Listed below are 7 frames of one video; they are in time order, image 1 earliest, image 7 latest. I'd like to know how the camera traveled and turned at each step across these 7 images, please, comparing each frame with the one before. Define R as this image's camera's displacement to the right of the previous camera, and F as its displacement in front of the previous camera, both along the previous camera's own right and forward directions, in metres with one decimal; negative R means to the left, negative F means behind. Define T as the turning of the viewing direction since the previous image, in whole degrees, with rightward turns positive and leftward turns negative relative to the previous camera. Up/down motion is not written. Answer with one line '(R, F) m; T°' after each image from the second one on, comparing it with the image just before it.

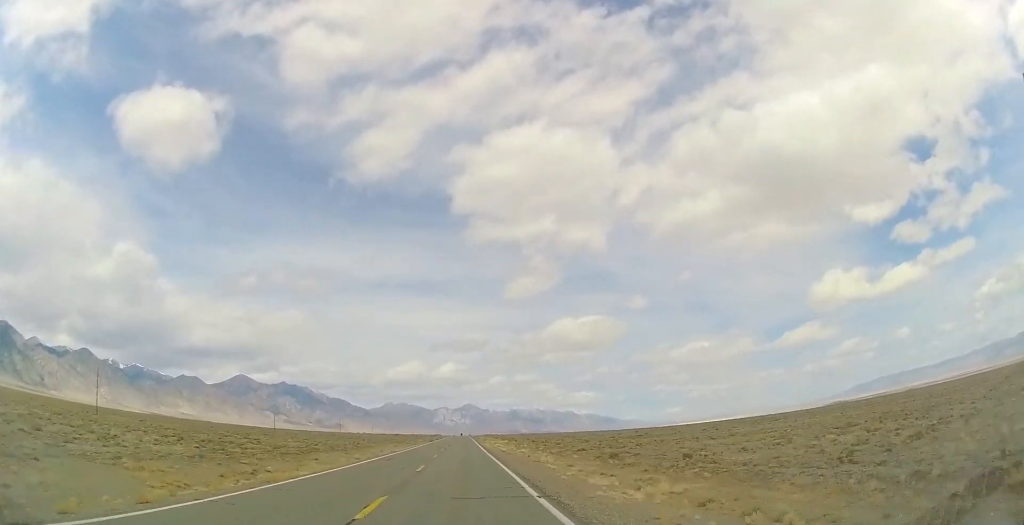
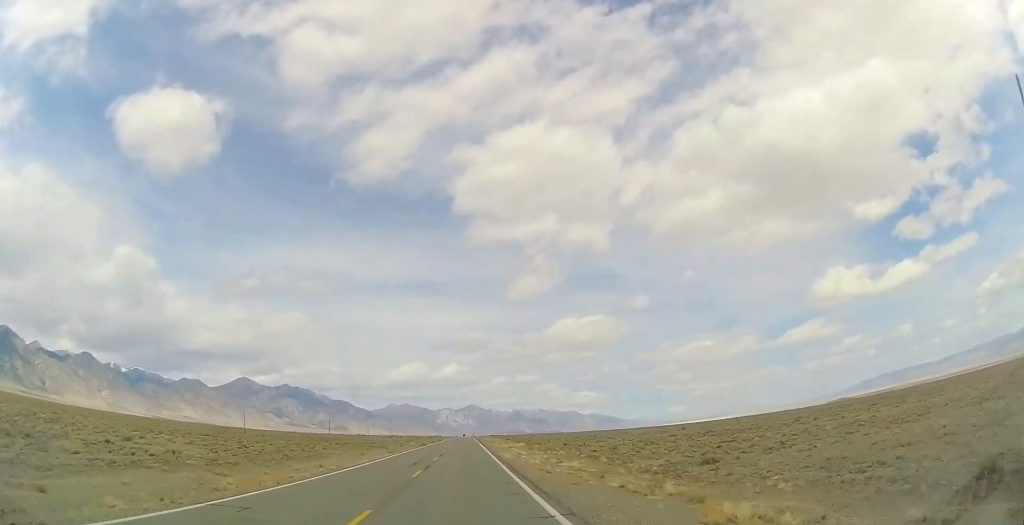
(+0.6, +26.4) m; 0°
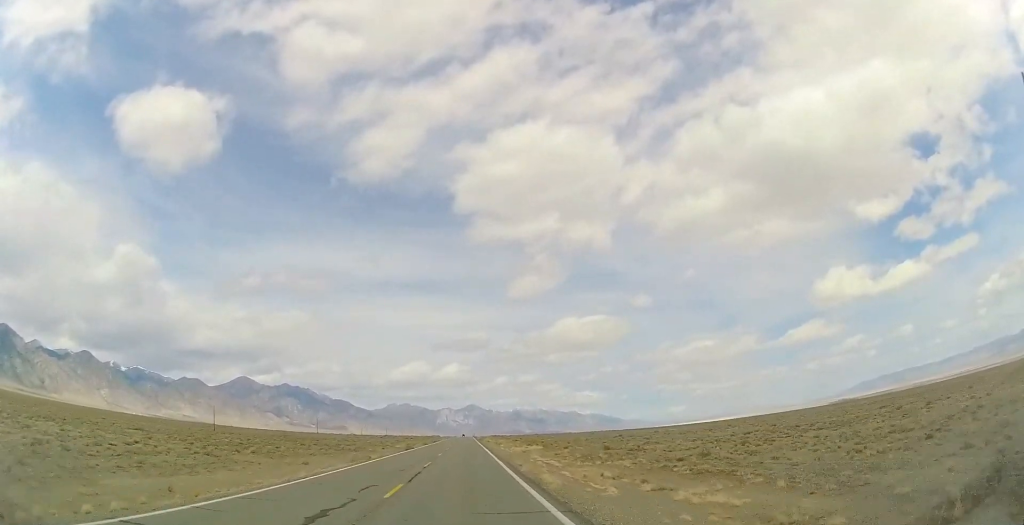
(-0.3, +18.7) m; 0°
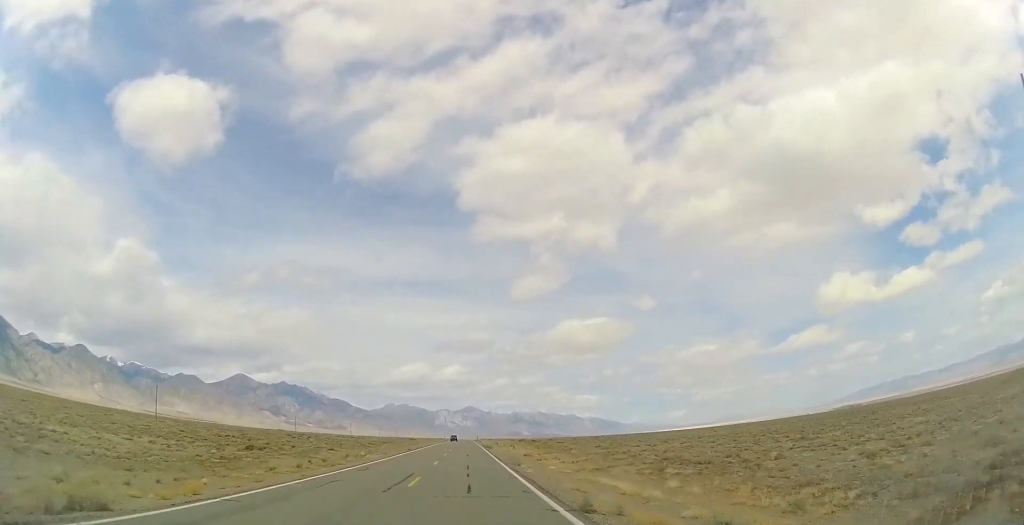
(+0.2, +118.3) m; 0°
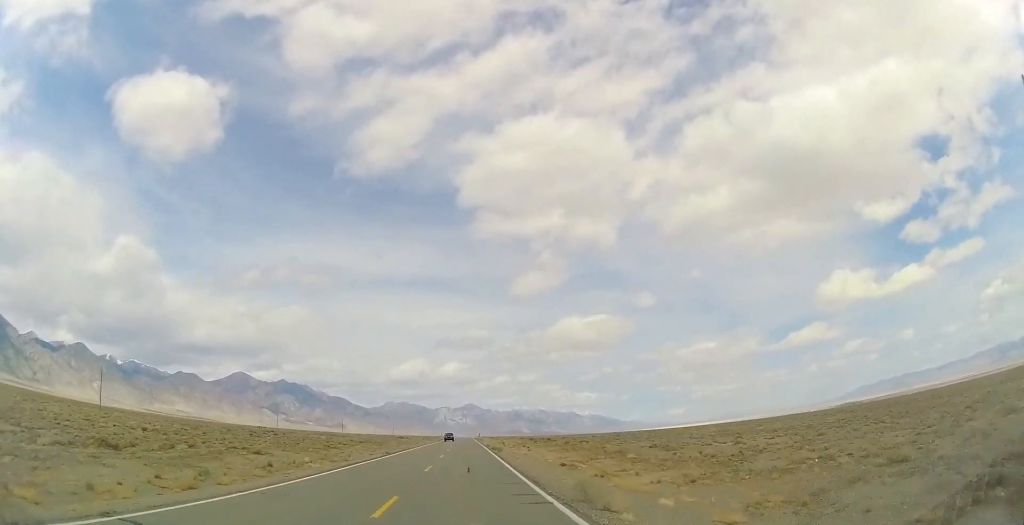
(0.0, +18.9) m; 0°
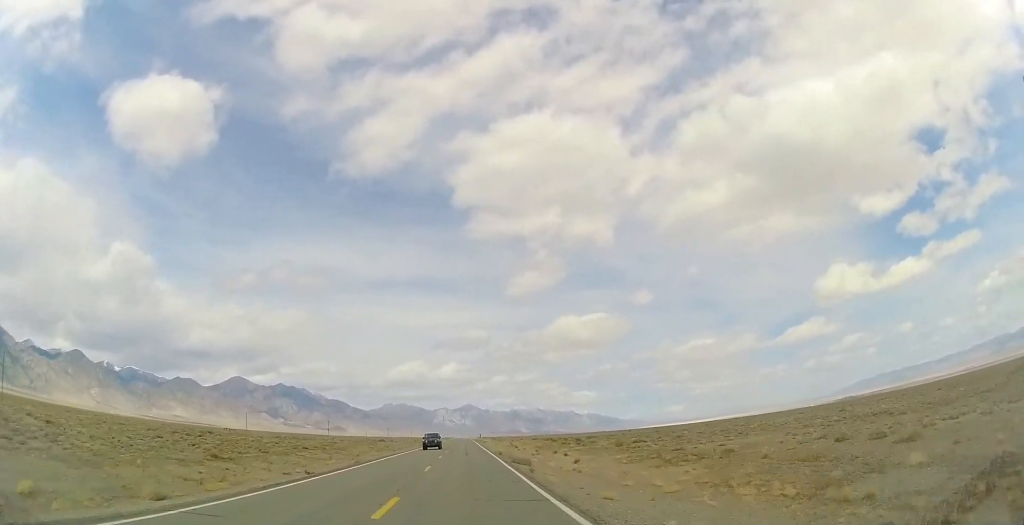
(-0.1, +24.5) m; 0°
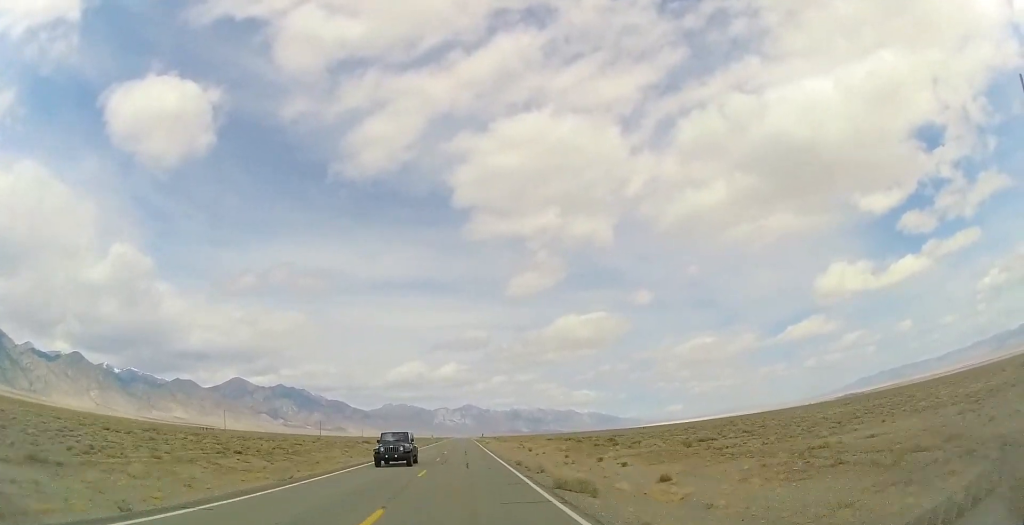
(-0.2, +14.5) m; 0°
